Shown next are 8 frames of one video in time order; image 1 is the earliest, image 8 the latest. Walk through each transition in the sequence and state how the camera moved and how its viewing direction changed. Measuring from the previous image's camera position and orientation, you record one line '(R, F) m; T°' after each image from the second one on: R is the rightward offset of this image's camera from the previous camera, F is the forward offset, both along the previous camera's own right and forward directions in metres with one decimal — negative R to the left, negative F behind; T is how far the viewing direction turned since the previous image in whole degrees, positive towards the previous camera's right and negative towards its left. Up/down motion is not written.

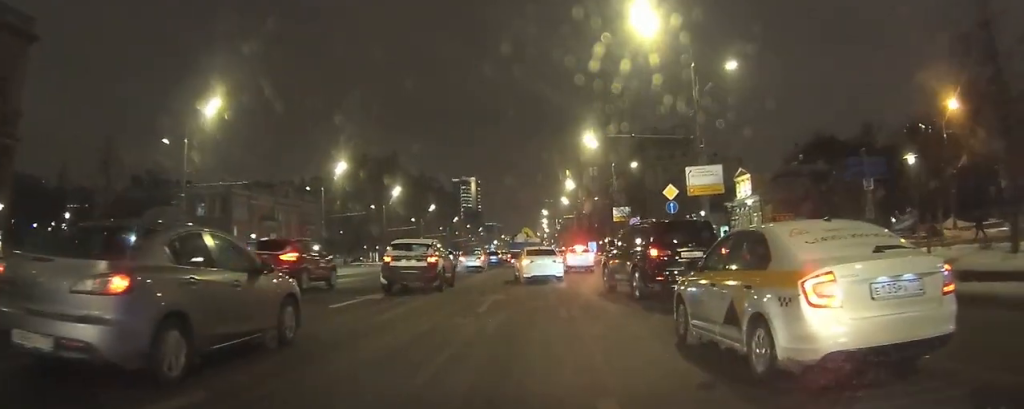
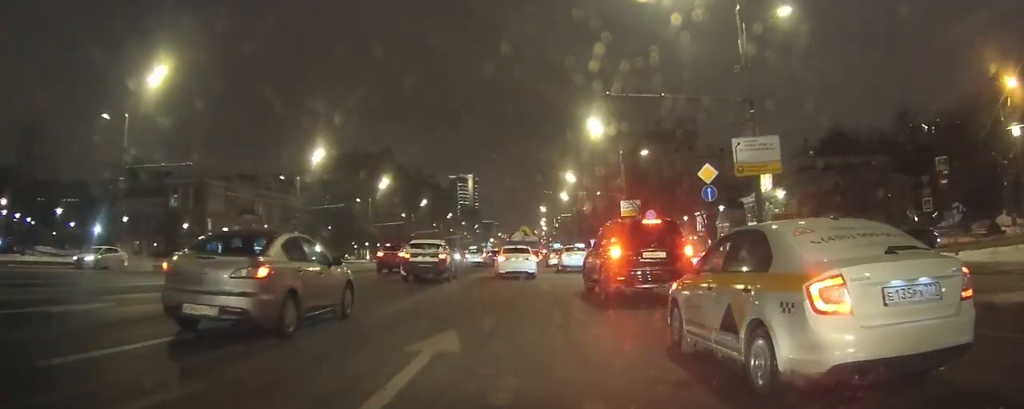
(+0.1, +7.6) m; +1°
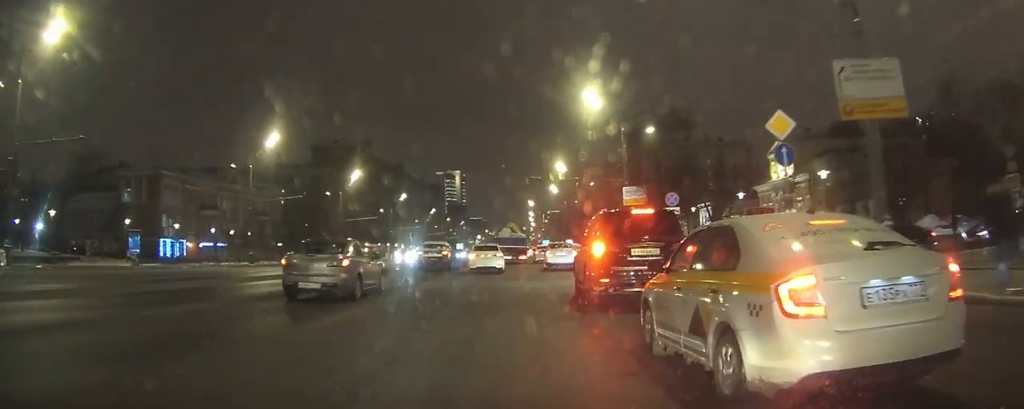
(0.0, +9.7) m; 0°
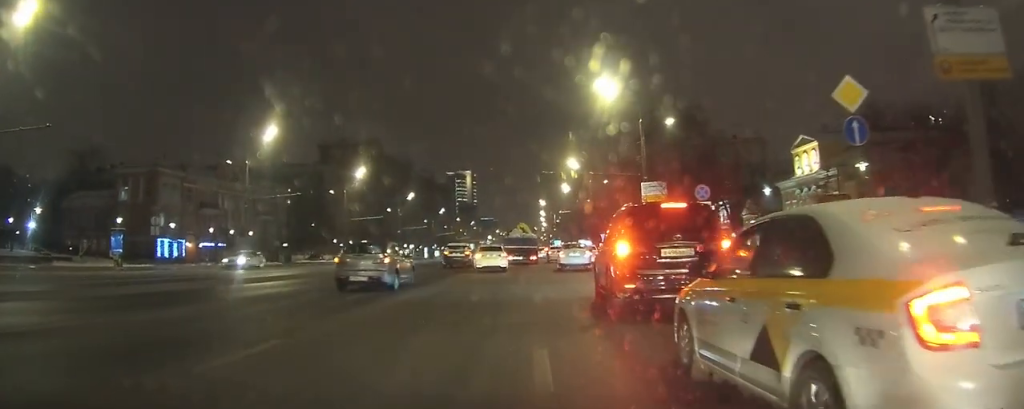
(0.0, +4.5) m; 0°
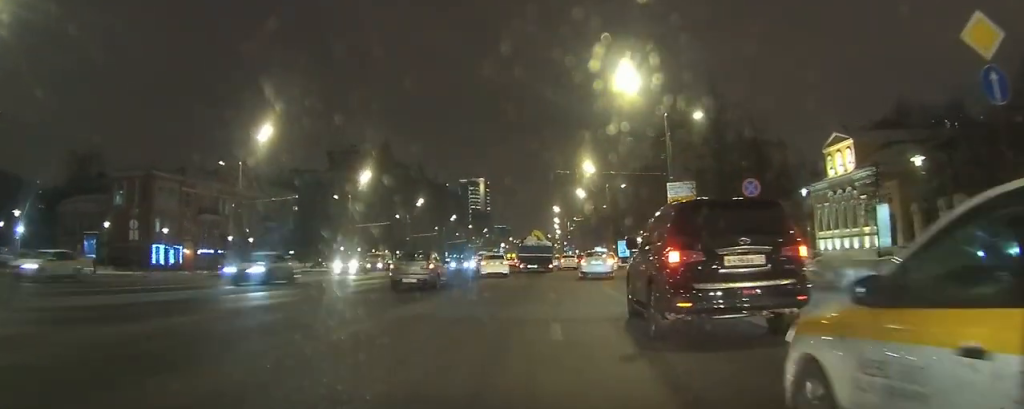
(0.0, +6.9) m; 0°
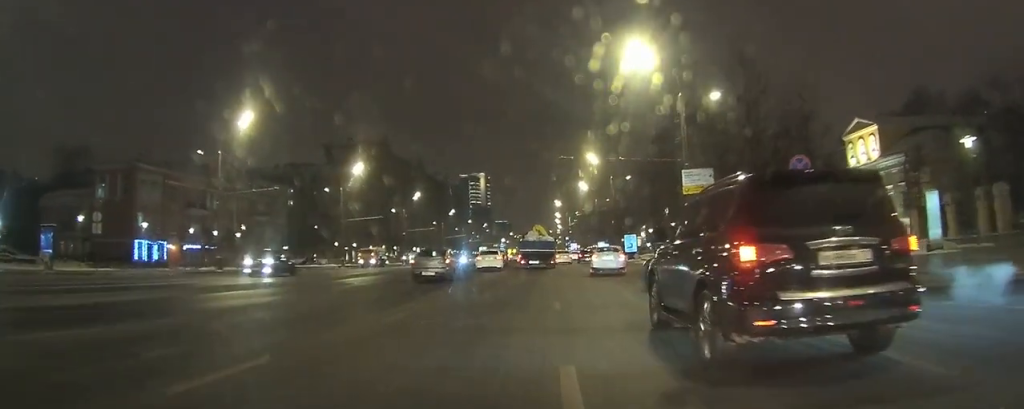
(0.0, +6.2) m; 0°
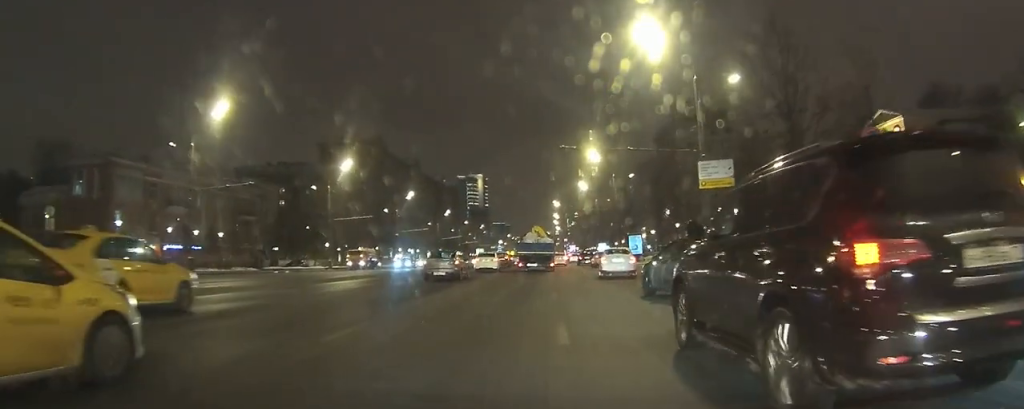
(0.0, +5.8) m; +1°
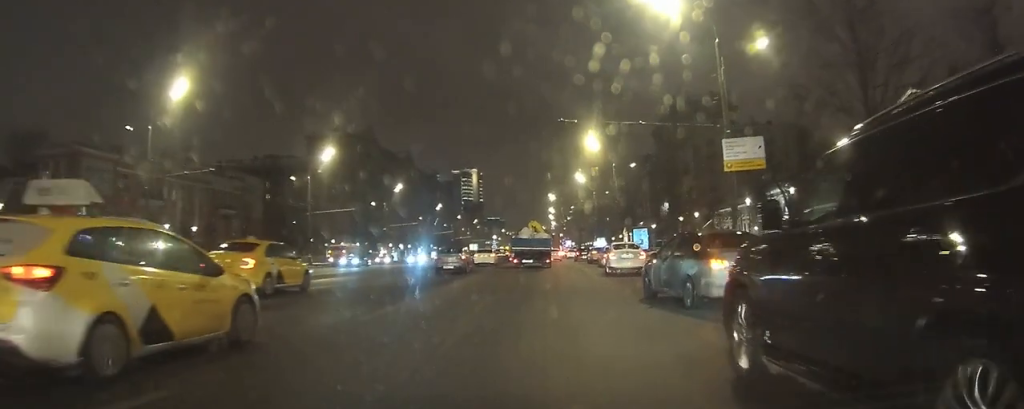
(0.0, +6.7) m; +1°
